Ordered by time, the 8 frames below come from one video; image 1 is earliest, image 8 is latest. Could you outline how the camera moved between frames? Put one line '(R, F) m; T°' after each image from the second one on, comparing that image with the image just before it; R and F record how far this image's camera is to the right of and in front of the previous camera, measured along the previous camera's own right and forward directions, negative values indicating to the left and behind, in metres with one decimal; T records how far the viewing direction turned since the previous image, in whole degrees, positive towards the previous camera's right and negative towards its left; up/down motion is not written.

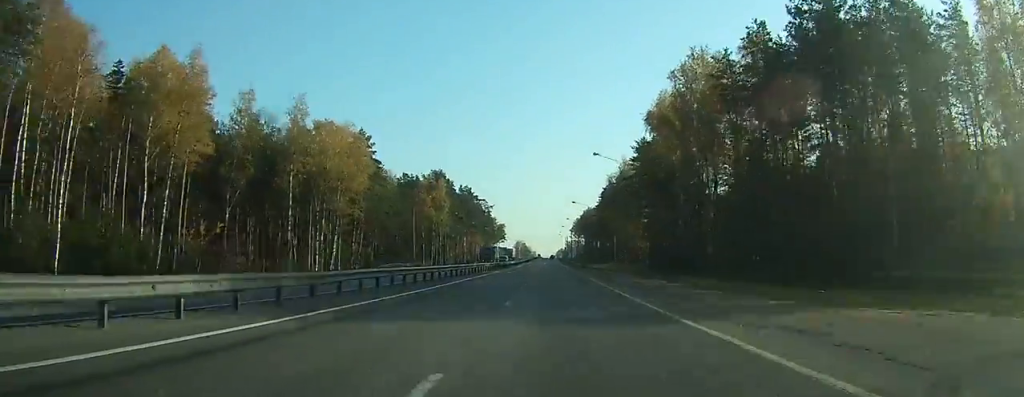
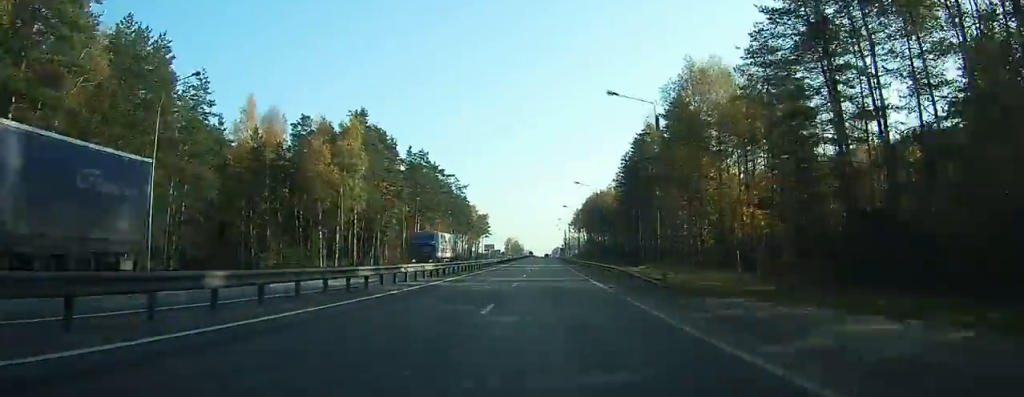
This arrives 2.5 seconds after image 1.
(+0.2, +62.5) m; 0°
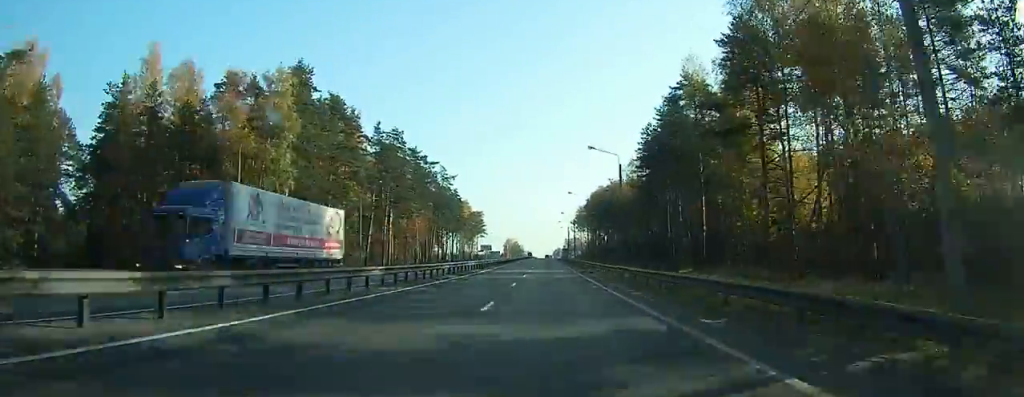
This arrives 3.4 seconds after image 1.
(0.0, +23.5) m; 0°
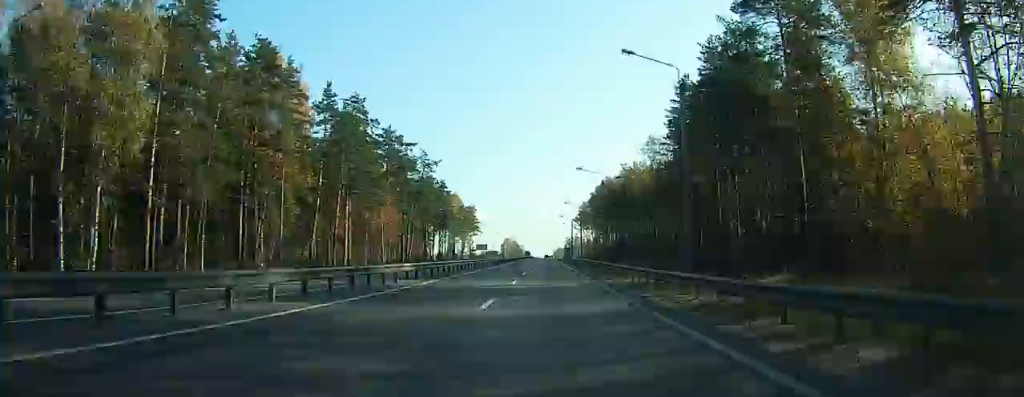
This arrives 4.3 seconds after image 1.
(0.0, +23.5) m; 0°
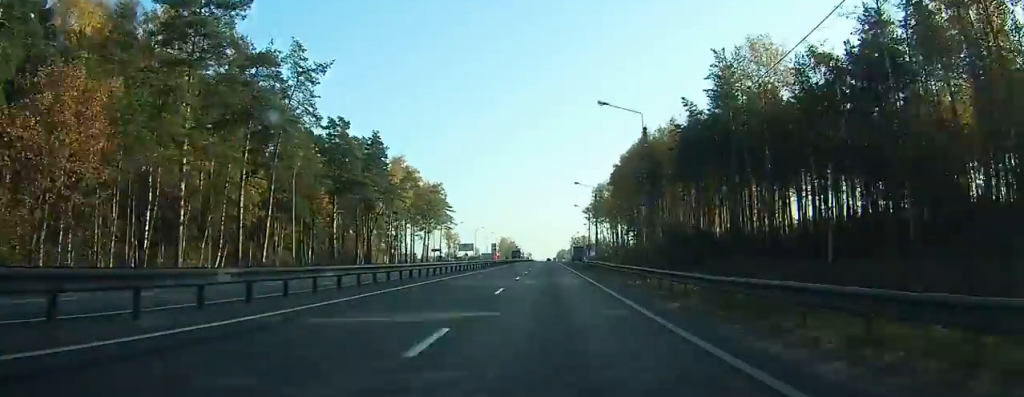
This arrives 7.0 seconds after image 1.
(+0.1, +66.9) m; 0°
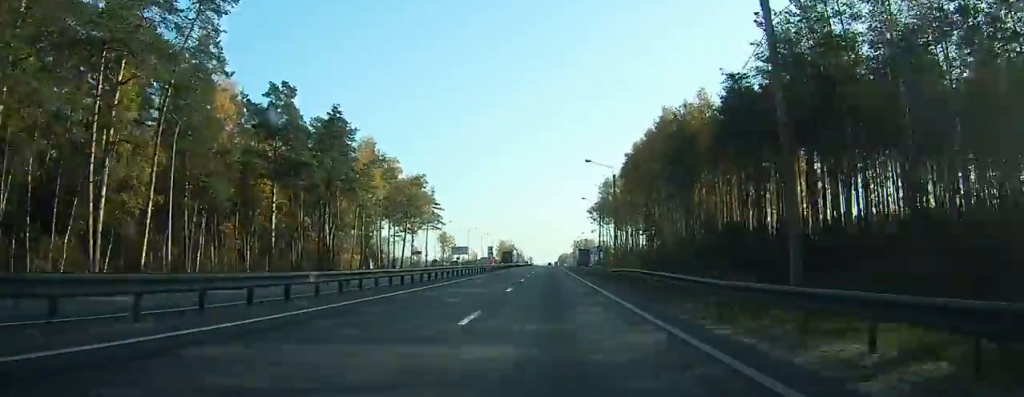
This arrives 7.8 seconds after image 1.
(+0.1, +20.0) m; 0°
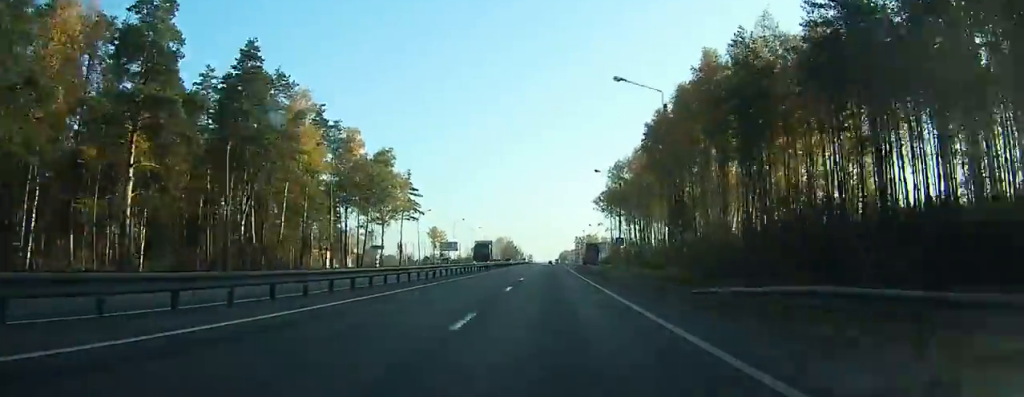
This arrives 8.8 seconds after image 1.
(+0.1, +25.0) m; 0°
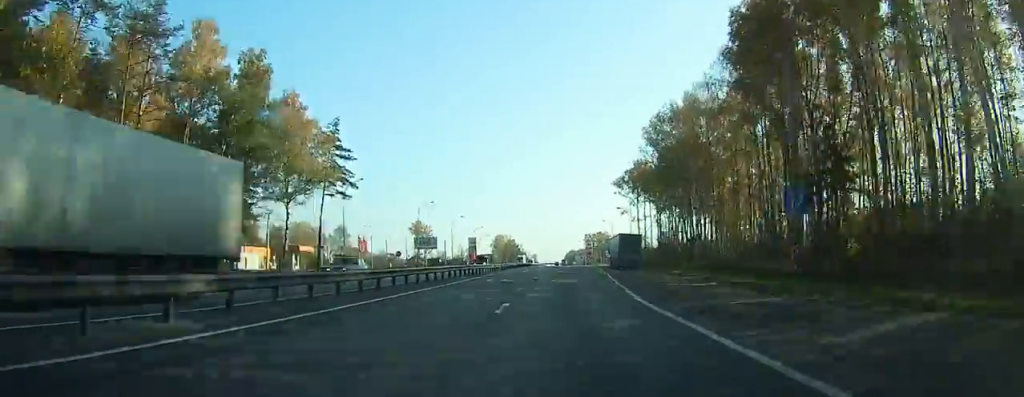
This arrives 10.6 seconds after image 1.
(-0.1, +44.9) m; 0°
